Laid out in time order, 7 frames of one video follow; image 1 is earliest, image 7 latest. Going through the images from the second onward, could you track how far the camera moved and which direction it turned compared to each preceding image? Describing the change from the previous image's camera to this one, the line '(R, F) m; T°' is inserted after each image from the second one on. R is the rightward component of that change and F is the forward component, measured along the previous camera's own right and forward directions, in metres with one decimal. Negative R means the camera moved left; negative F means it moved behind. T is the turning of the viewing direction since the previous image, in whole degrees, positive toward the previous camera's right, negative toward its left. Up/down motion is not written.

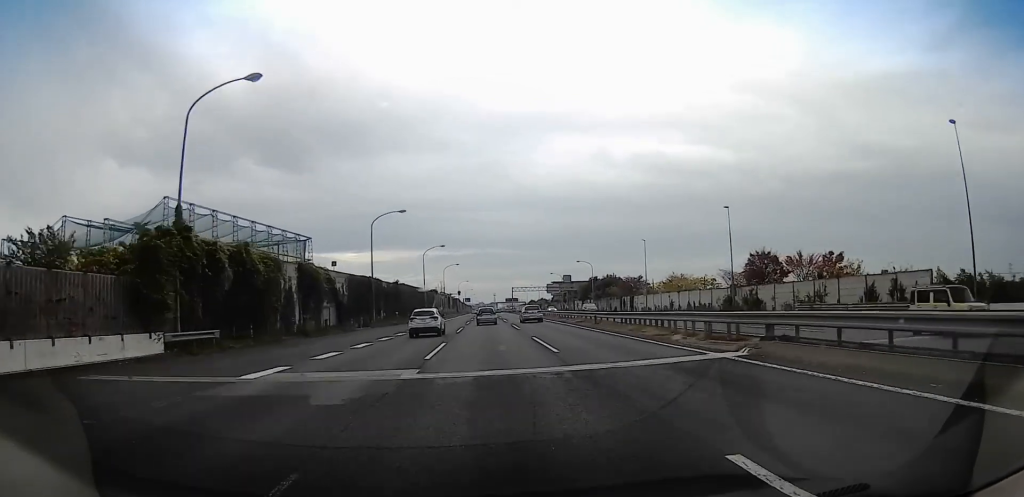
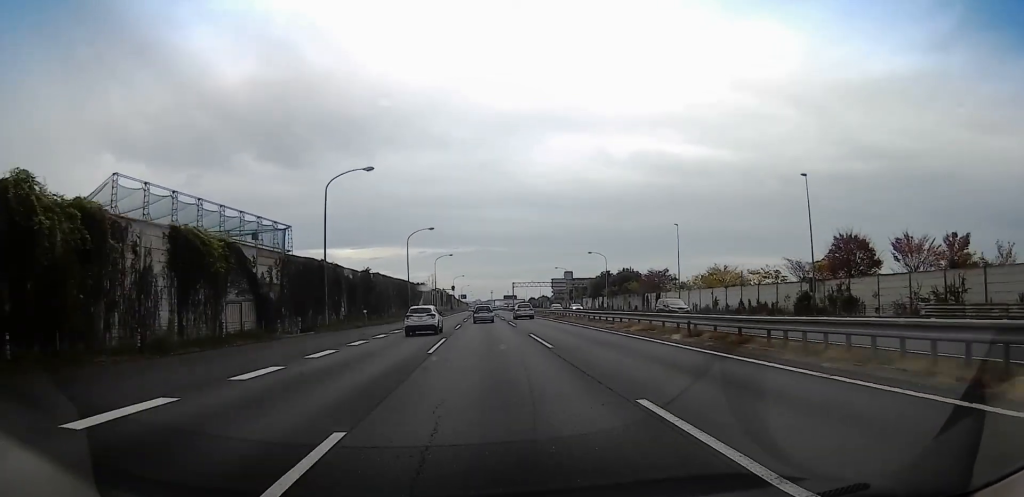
(-0.1, +18.5) m; -2°
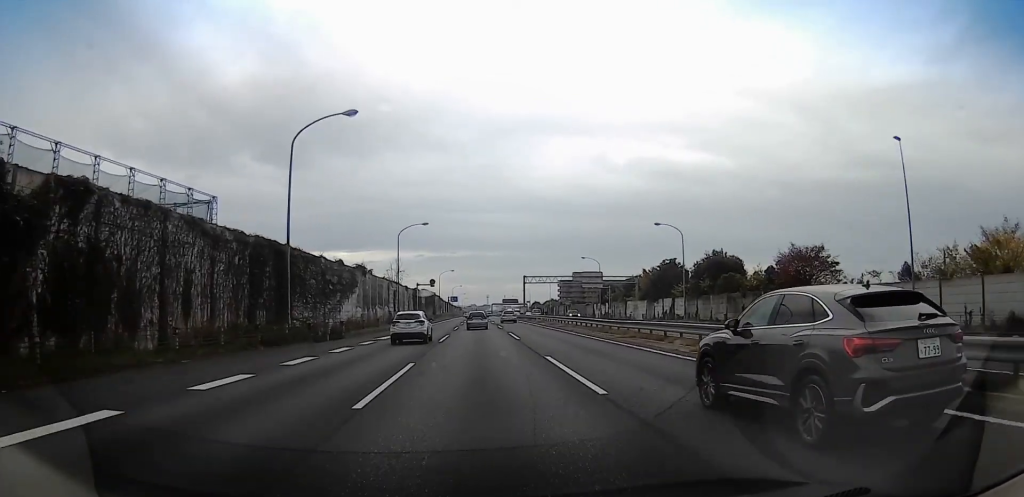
(-1.6, +50.6) m; -1°
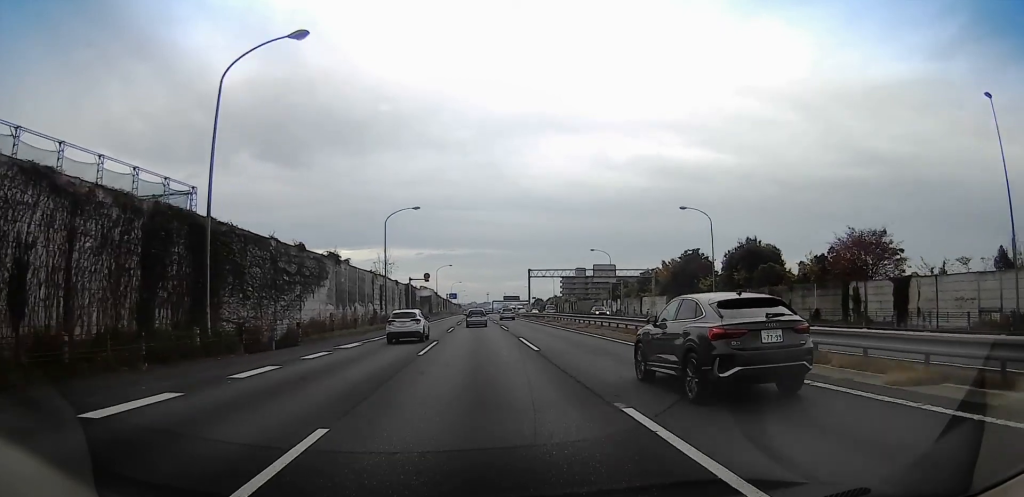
(-0.1, +9.9) m; +1°
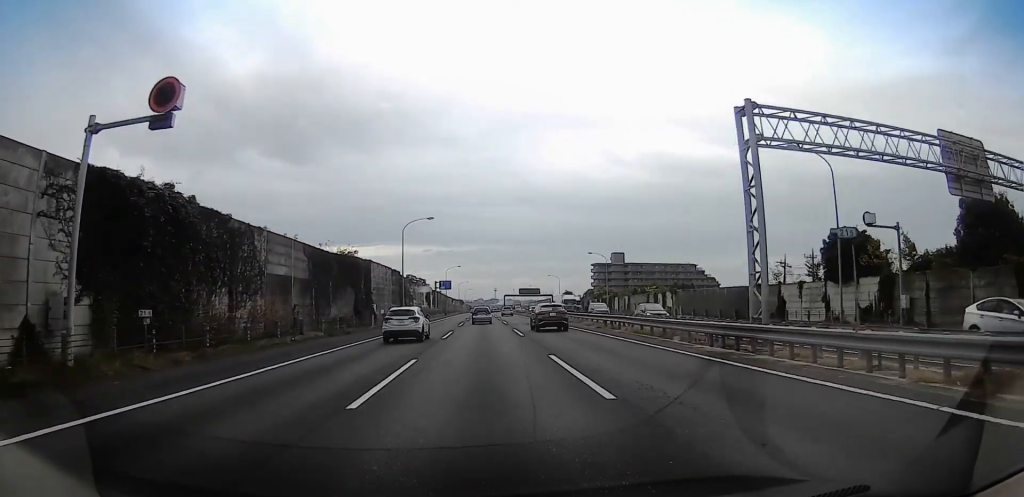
(+0.8, +72.4) m; 0°
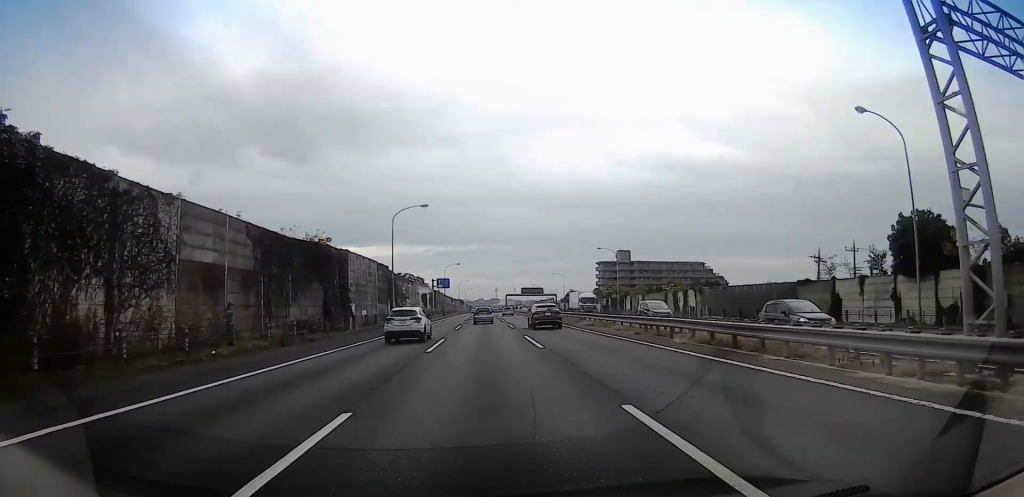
(-0.2, +8.7) m; -1°
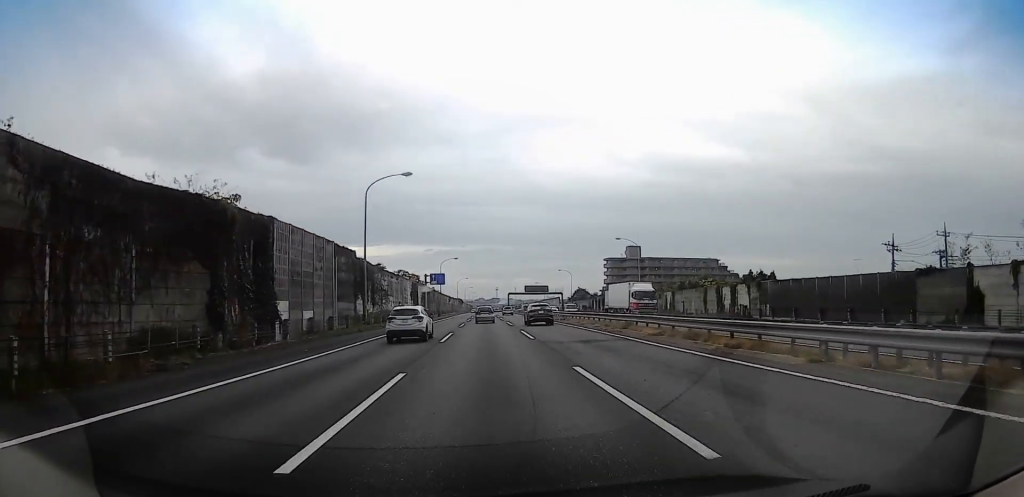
(-0.2, +15.2) m; -1°
